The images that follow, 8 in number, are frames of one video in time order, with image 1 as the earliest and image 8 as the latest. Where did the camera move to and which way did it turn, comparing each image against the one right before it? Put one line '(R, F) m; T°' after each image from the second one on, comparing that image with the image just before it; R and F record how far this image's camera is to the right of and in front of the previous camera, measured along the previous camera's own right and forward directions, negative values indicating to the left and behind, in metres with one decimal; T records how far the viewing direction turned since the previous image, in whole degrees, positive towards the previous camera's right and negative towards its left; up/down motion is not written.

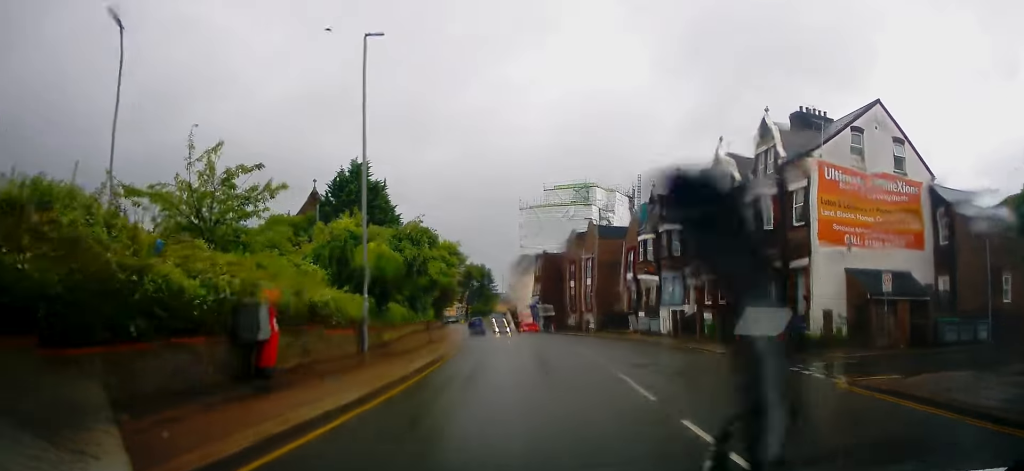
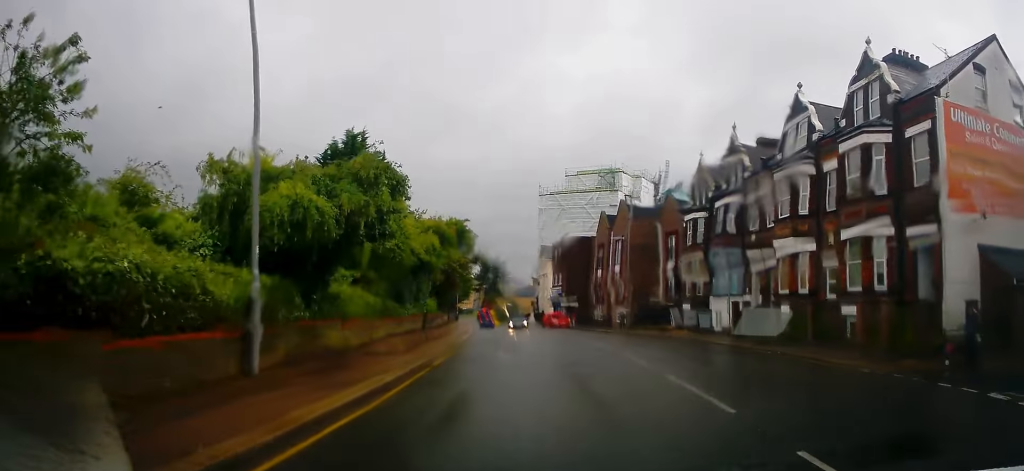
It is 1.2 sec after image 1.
(+0.2, +8.3) m; +1°
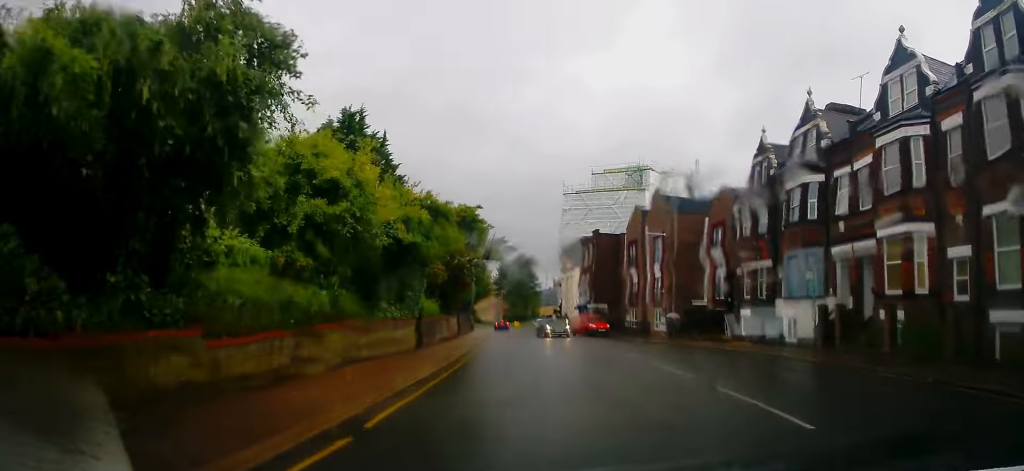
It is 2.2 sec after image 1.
(-0.1, +7.5) m; -3°
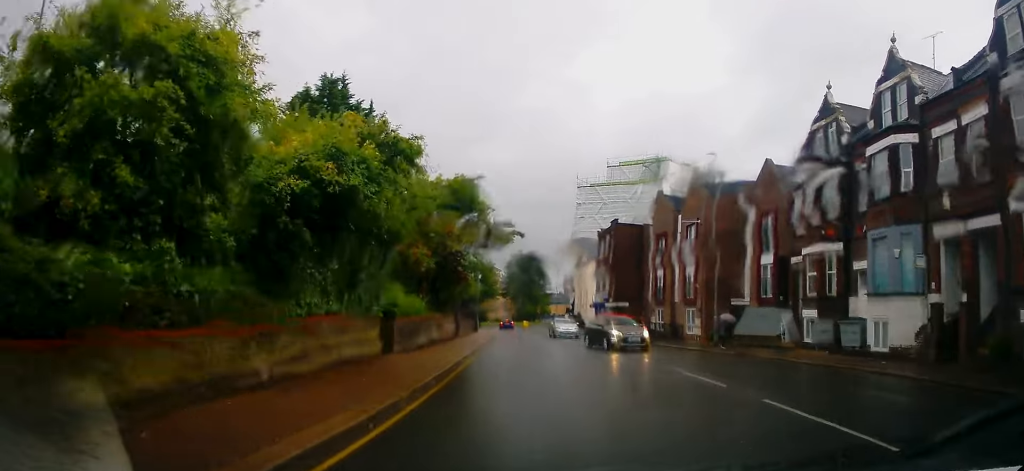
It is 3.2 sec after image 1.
(-0.3, +7.0) m; -2°
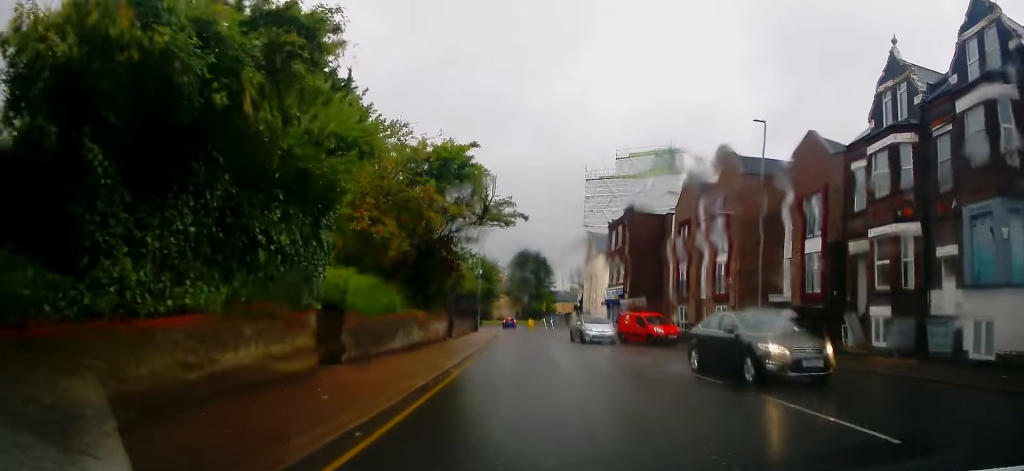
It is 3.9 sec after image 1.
(0.0, +6.0) m; 0°
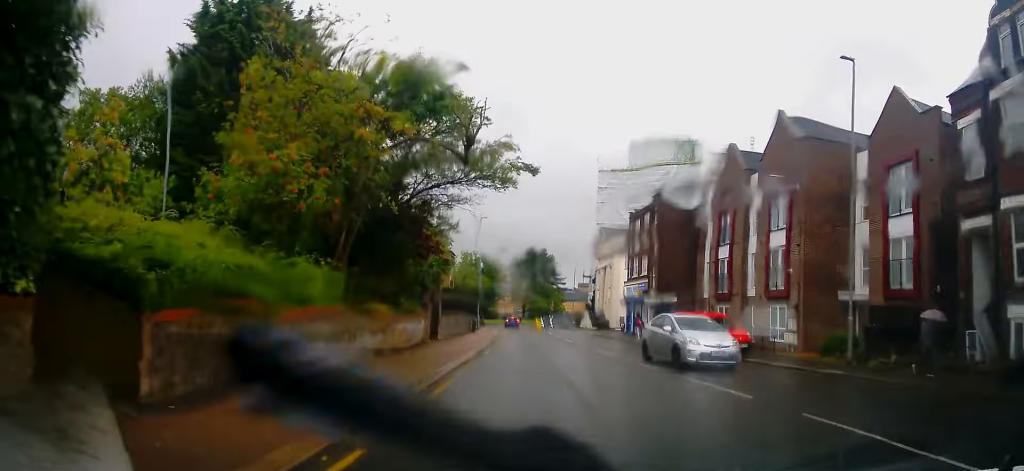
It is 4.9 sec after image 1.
(0.0, +7.7) m; 0°
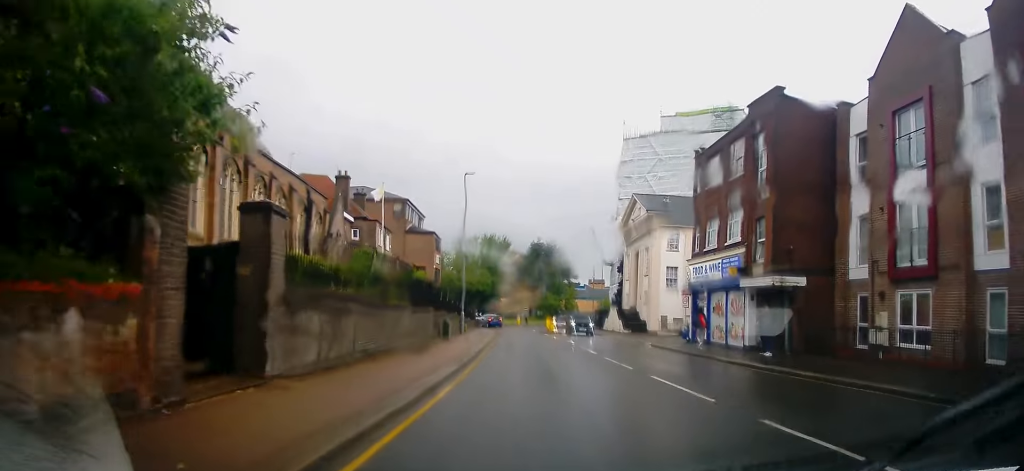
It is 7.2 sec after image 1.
(-0.3, +18.0) m; -2°
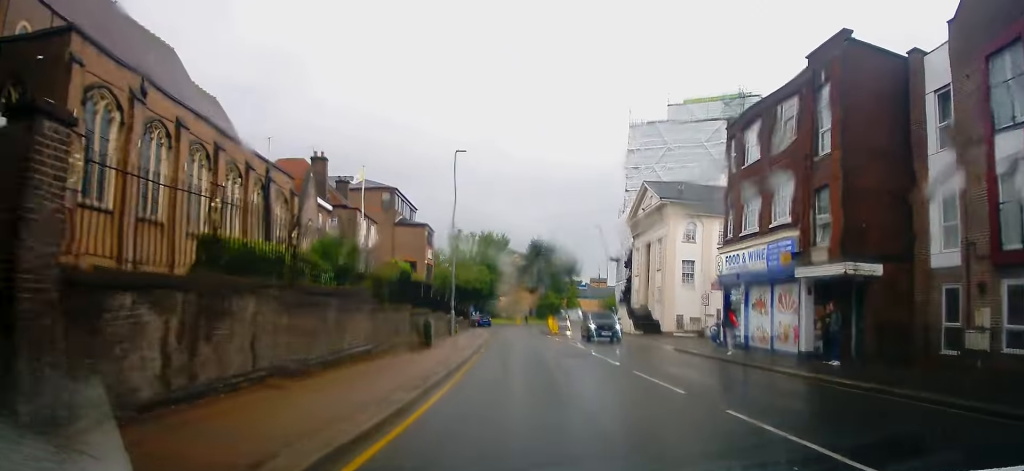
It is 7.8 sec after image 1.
(-0.2, +5.2) m; 0°
